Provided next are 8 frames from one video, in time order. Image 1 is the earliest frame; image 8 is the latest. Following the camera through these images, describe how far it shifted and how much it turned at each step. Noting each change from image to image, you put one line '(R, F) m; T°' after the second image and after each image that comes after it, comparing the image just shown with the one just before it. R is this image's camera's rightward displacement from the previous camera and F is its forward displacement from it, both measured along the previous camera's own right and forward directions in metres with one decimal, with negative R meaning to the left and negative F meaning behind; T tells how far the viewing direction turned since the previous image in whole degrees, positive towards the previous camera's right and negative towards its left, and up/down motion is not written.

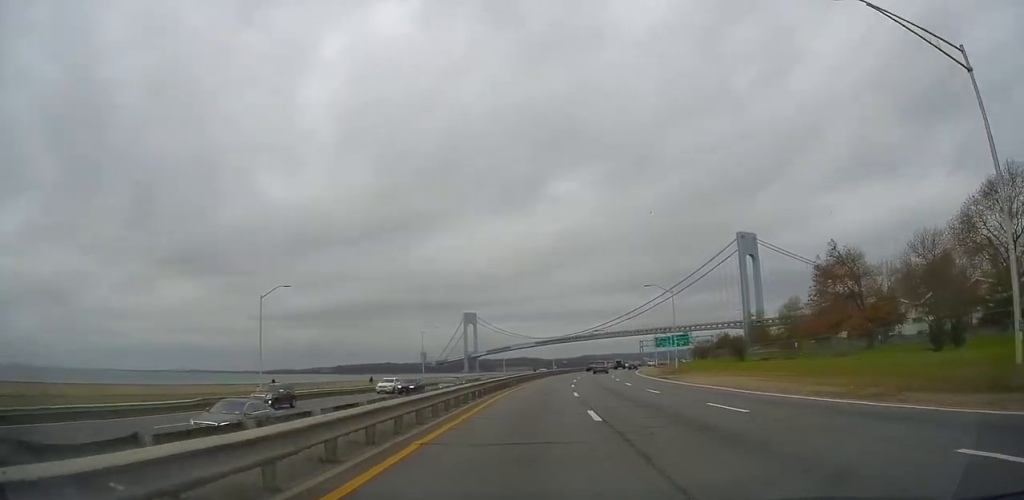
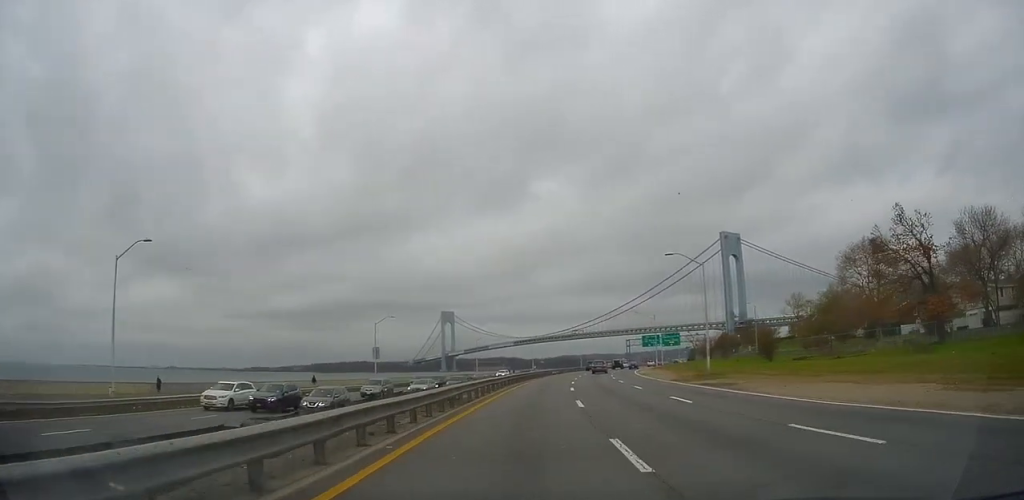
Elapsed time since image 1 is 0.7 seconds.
(+0.1, +17.2) m; 0°
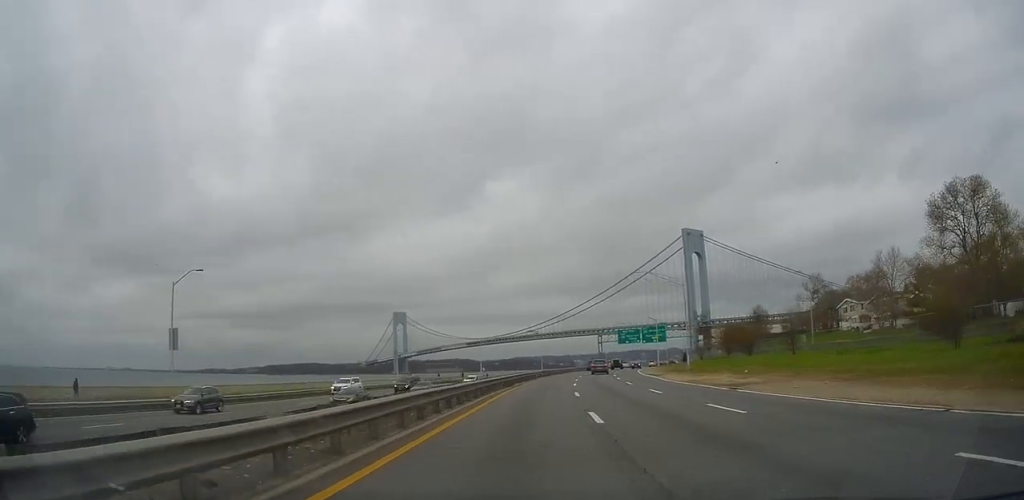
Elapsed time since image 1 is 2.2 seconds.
(+0.4, +39.3) m; +4°
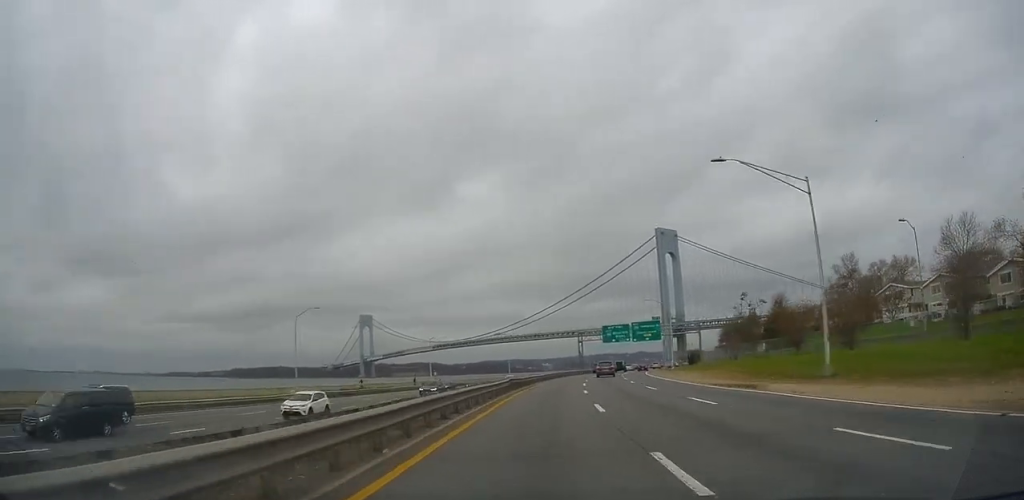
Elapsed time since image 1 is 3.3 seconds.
(+1.7, +29.7) m; +4°
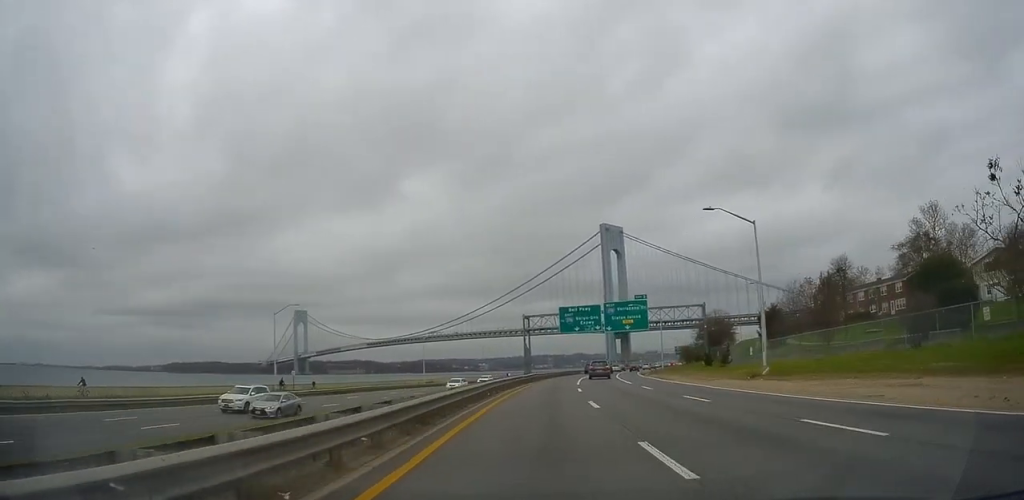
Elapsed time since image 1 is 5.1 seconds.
(+1.7, +44.2) m; +6°
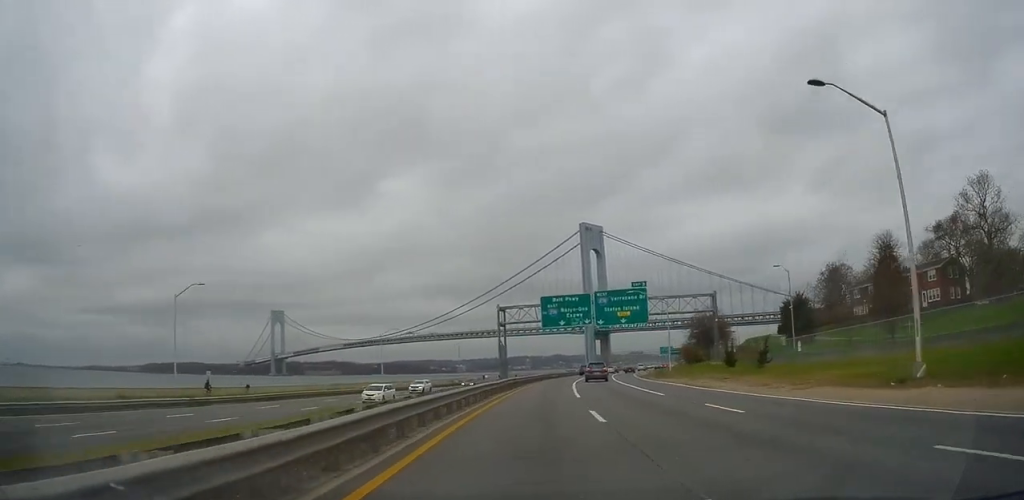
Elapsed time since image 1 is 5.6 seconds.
(+0.4, +15.4) m; +2°
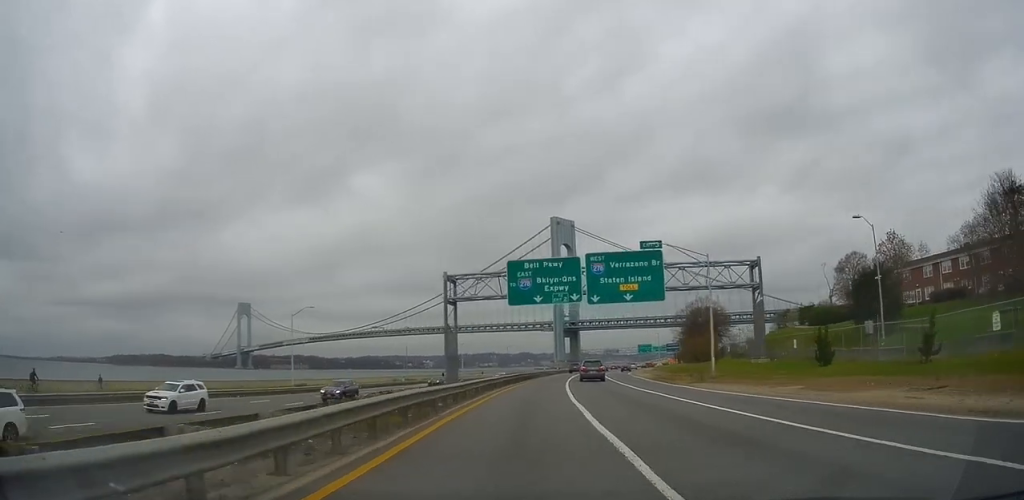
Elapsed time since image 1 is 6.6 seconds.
(+0.5, +24.2) m; +3°
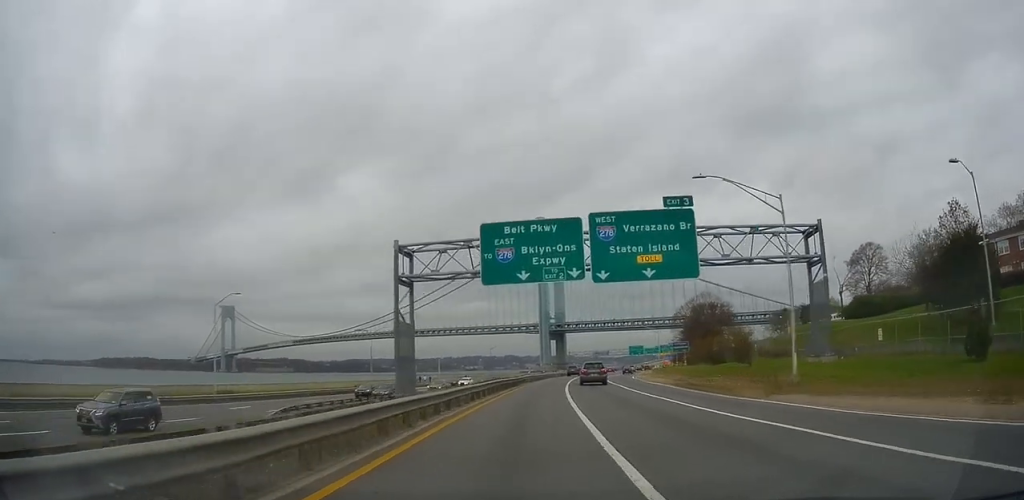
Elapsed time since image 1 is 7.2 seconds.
(0.0, +14.8) m; +2°
